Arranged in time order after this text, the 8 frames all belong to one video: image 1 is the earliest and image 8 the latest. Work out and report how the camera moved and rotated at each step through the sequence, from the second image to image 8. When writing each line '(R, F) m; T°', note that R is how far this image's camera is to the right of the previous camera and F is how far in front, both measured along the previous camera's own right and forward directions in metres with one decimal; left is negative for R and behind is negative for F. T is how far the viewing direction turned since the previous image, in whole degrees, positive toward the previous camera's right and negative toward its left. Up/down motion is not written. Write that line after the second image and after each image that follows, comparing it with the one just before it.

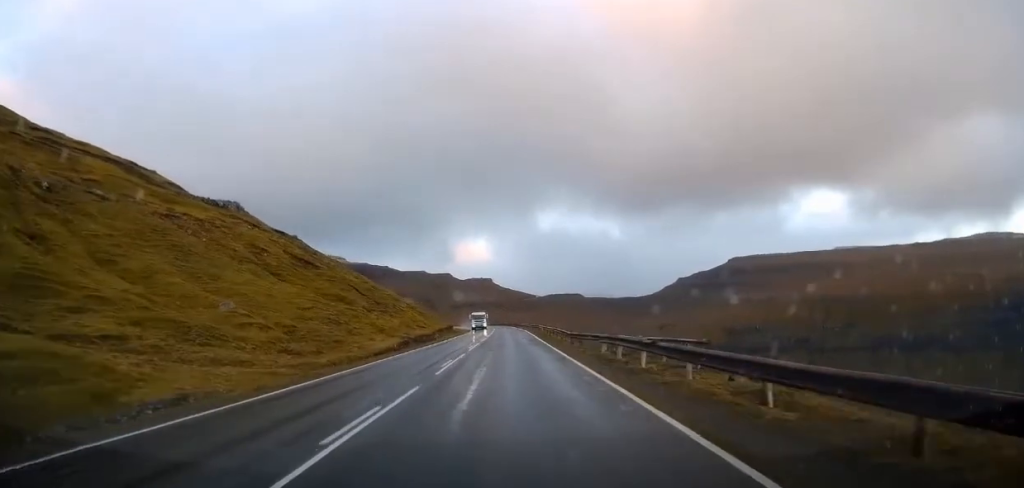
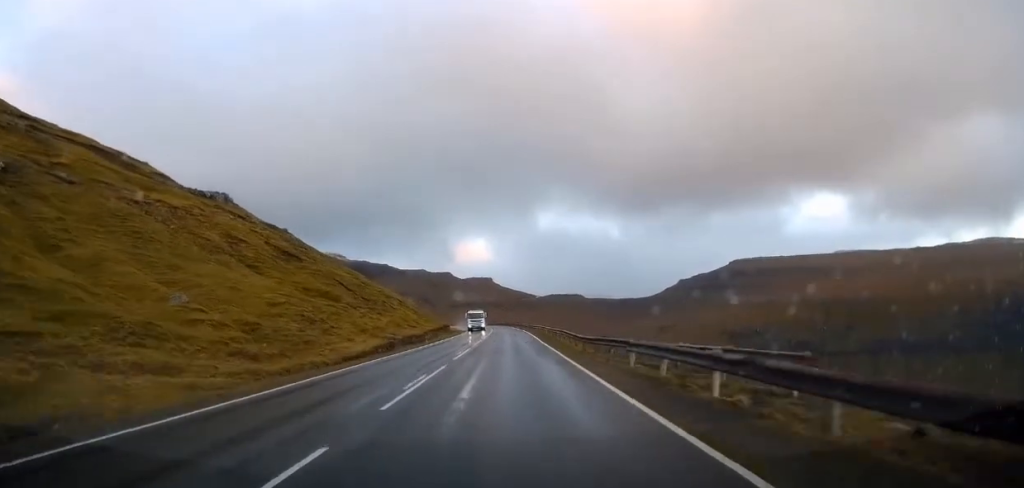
(-0.1, +6.2) m; 0°
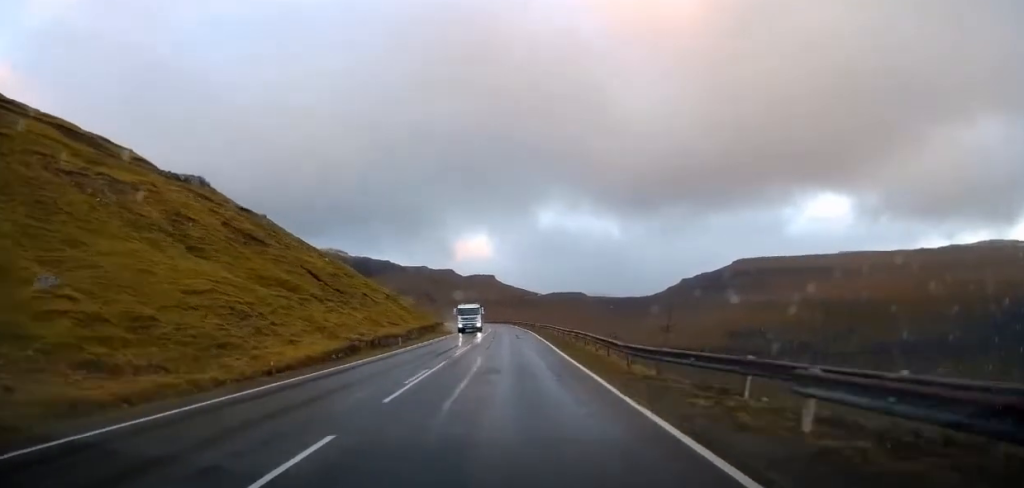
(+0.1, +11.3) m; 0°
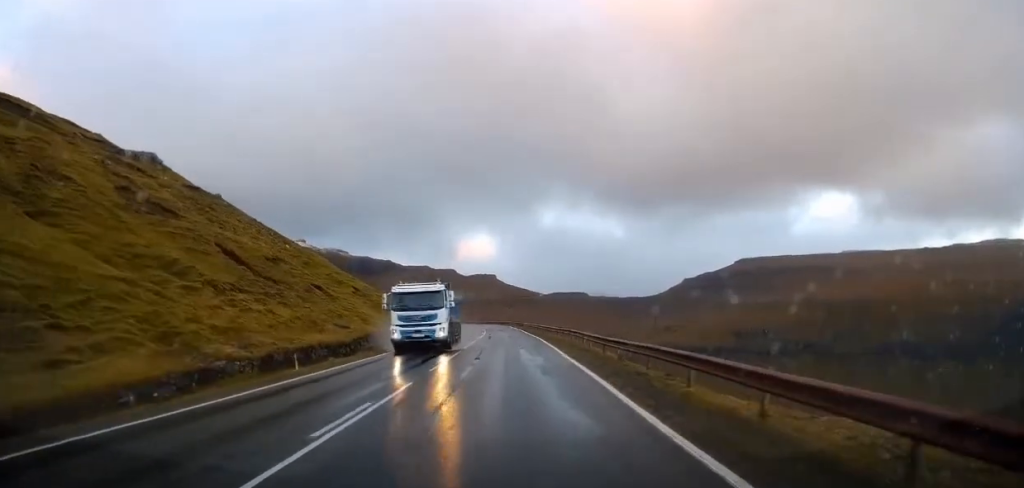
(-0.1, +16.9) m; 0°
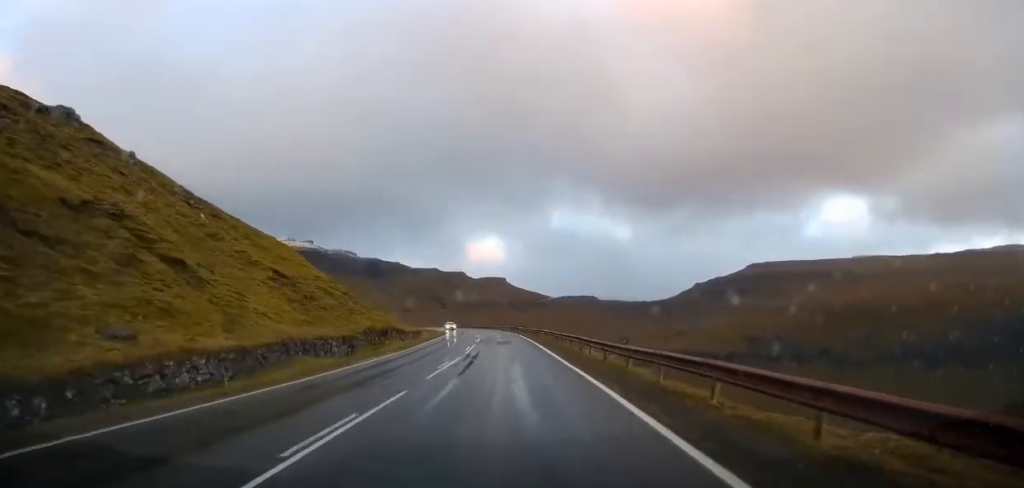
(+0.3, +24.2) m; 0°
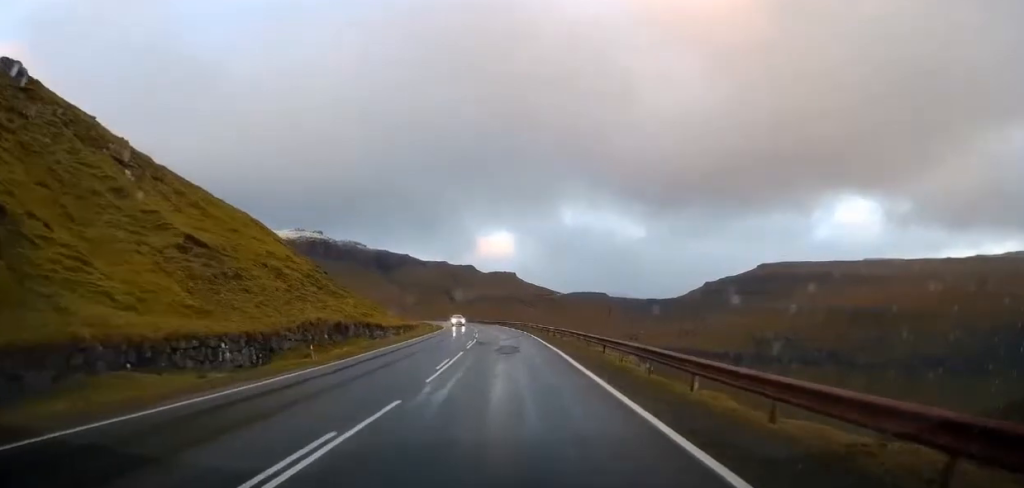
(-0.1, +13.9) m; -1°
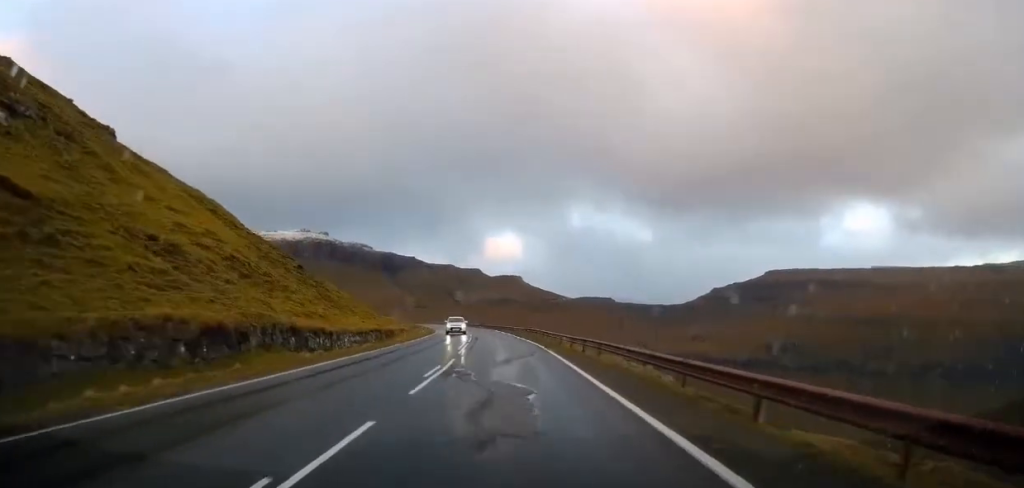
(-0.2, +14.4) m; -1°
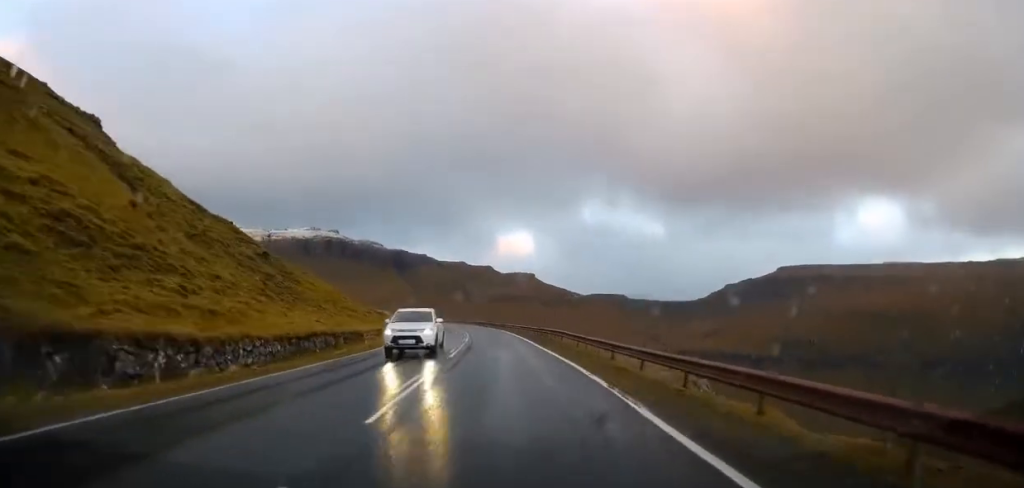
(-0.1, +15.0) m; 0°
